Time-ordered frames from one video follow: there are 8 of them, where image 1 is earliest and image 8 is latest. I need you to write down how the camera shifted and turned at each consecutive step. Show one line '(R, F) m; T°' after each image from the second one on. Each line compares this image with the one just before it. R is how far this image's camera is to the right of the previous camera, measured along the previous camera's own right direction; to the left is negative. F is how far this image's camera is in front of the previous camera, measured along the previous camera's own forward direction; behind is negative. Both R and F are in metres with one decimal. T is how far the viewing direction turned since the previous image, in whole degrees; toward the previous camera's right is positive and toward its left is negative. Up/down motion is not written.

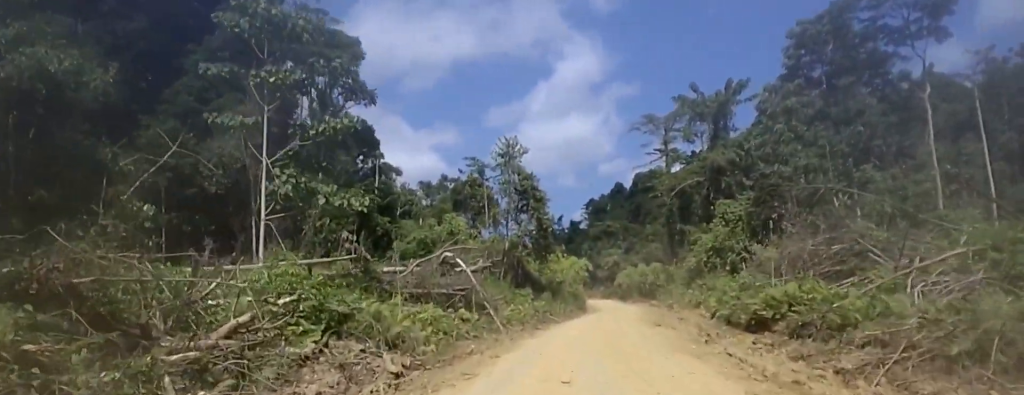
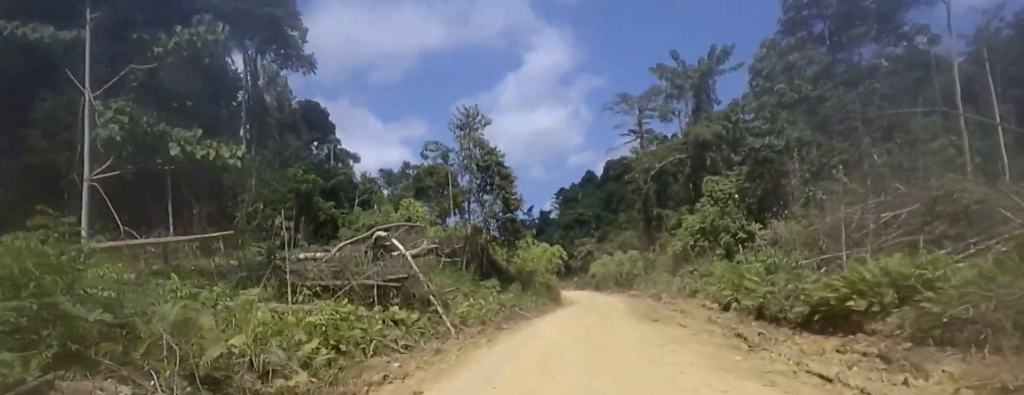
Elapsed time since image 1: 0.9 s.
(-0.9, +6.7) m; -1°
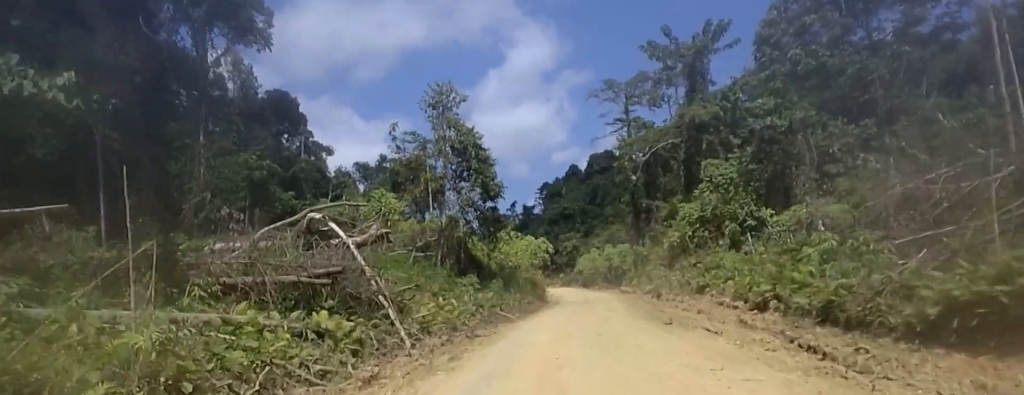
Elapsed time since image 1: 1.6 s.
(+0.5, +5.1) m; +7°
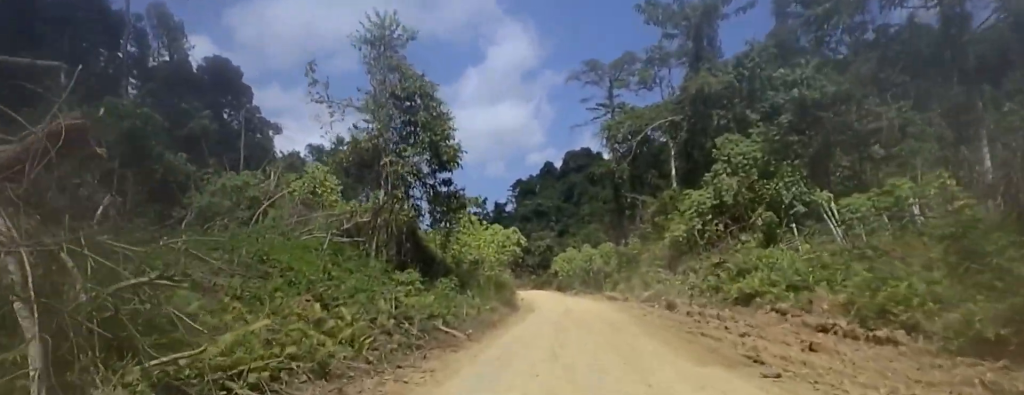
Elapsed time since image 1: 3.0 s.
(+0.8, +10.2) m; +6°
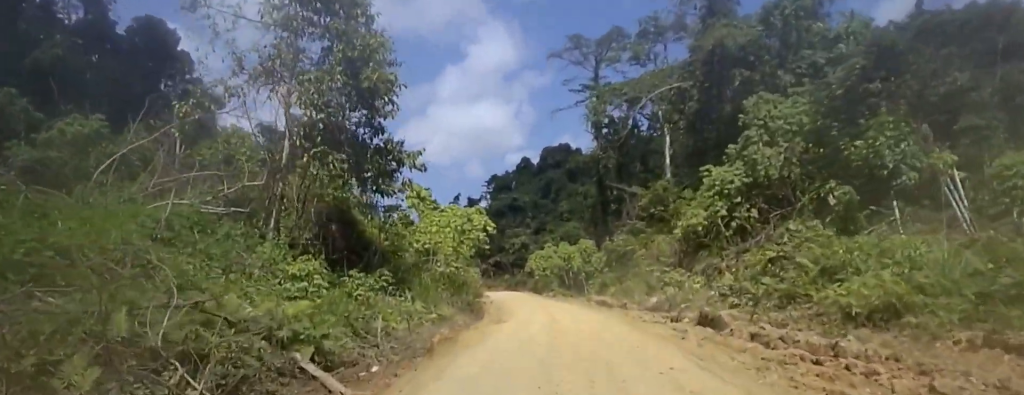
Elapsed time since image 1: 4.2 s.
(+0.1, +9.0) m; 0°
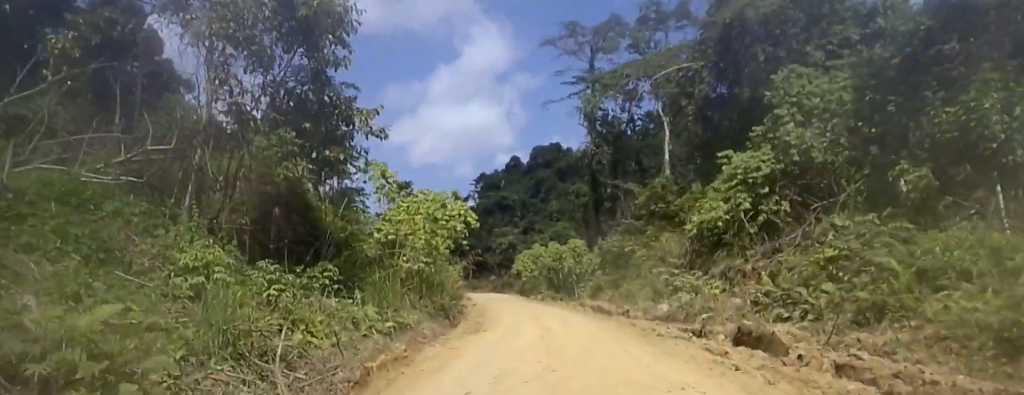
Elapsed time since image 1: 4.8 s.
(0.0, +4.4) m; 0°
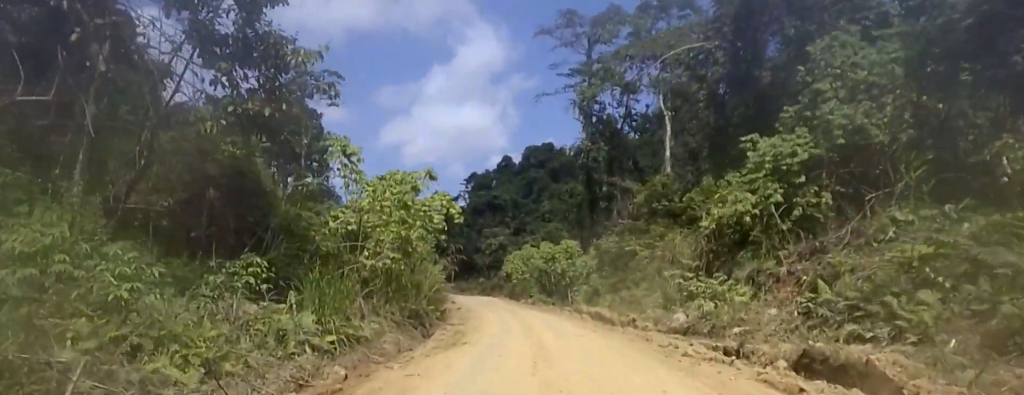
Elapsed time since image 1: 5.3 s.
(0.0, +3.7) m; -2°
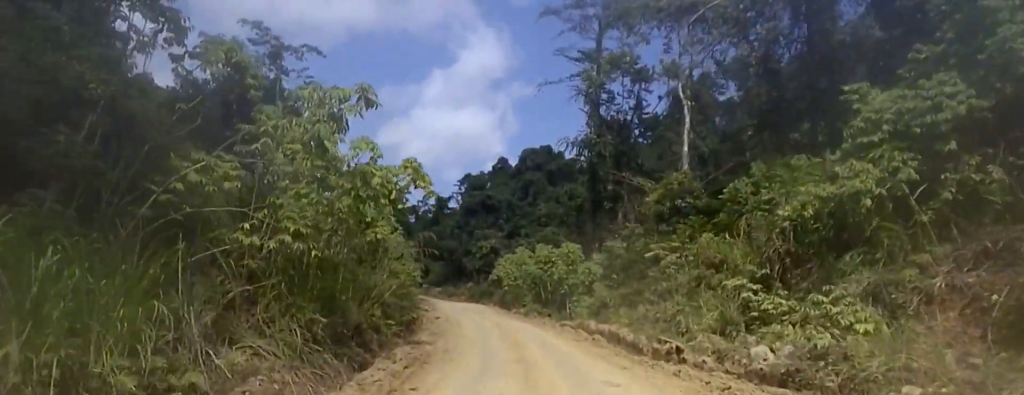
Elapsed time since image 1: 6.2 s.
(-0.2, +6.9) m; -1°
